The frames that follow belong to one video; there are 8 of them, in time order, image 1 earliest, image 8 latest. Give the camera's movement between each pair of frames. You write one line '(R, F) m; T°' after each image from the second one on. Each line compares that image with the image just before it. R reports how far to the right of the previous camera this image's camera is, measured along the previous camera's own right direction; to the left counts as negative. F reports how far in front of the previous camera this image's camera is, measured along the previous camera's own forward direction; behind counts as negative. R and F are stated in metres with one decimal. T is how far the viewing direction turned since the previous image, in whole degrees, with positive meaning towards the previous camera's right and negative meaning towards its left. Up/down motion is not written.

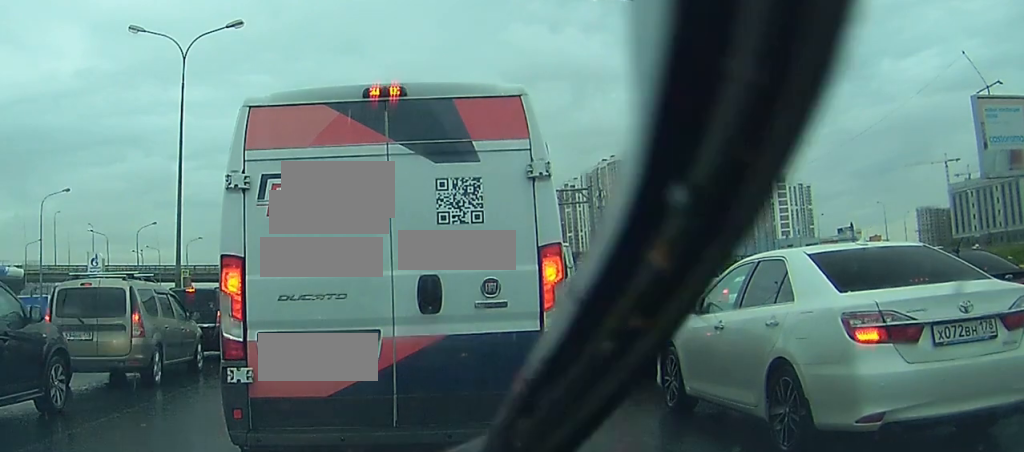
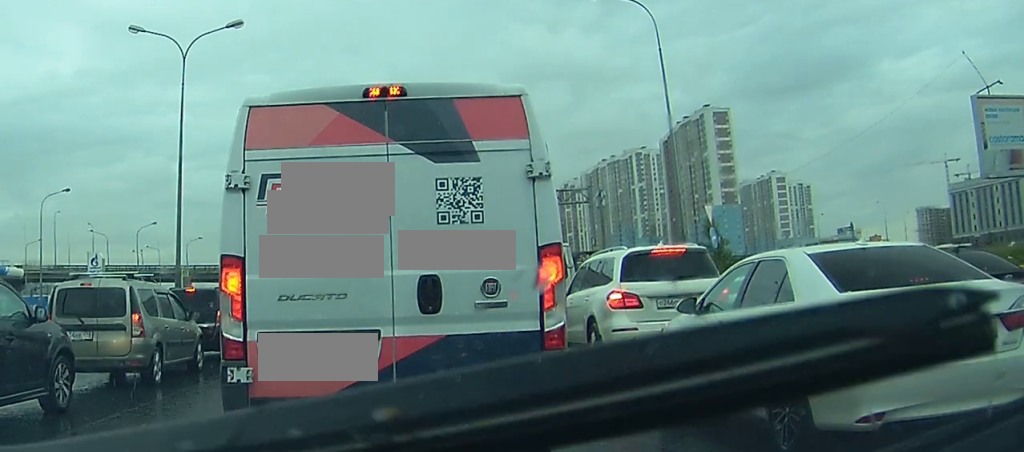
(+0.1, 0.0) m; 0°
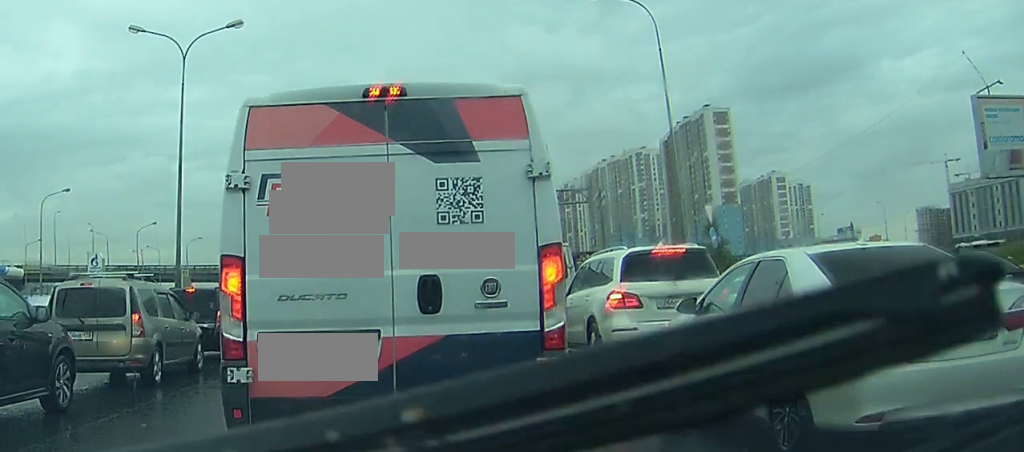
(0.0, 0.0) m; 0°
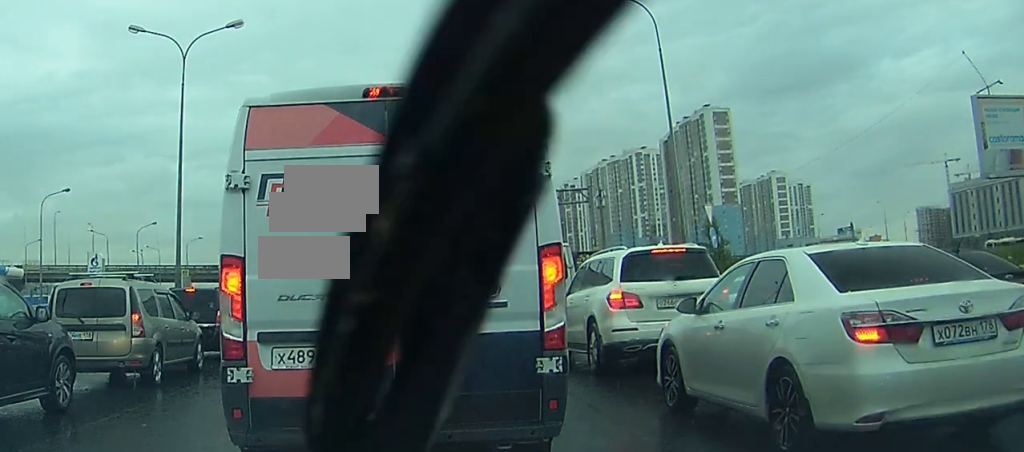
(0.0, 0.0) m; 0°
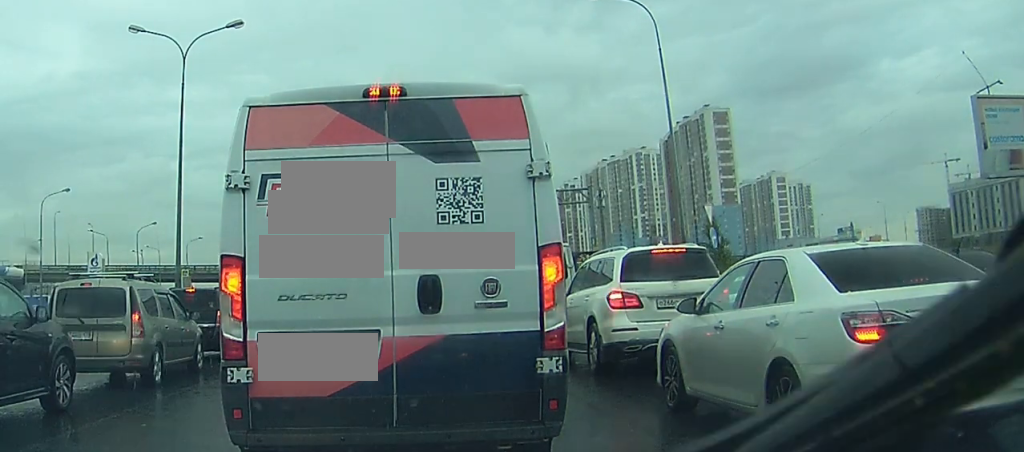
(0.0, 0.0) m; 0°
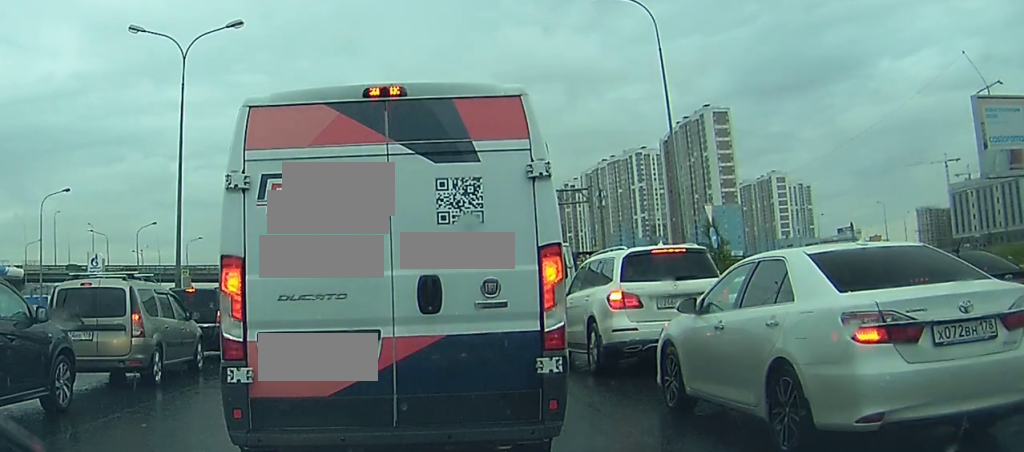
(0.0, 0.0) m; 0°
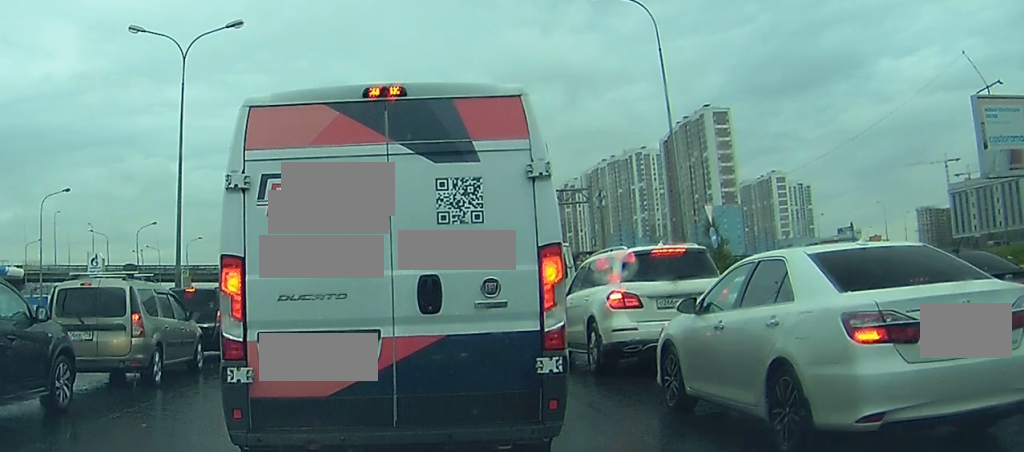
(0.0, 0.0) m; 0°
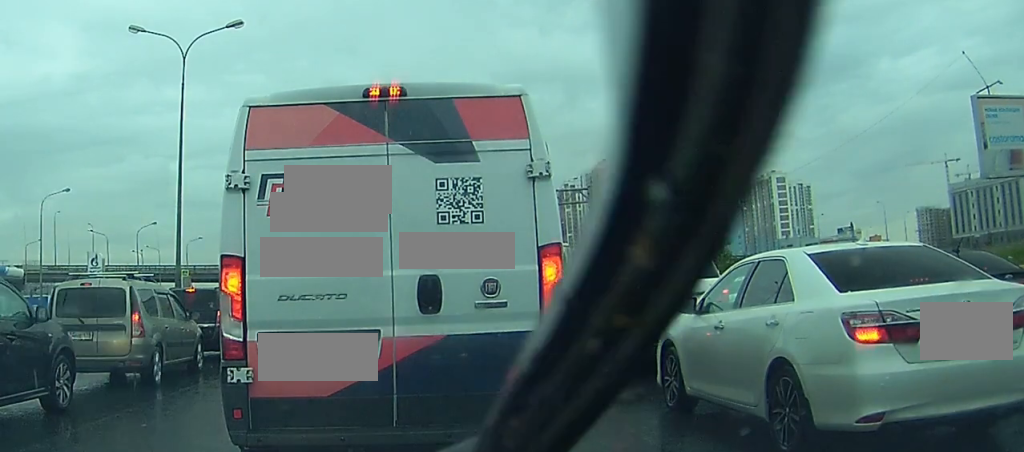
(0.0, 0.0) m; 0°
